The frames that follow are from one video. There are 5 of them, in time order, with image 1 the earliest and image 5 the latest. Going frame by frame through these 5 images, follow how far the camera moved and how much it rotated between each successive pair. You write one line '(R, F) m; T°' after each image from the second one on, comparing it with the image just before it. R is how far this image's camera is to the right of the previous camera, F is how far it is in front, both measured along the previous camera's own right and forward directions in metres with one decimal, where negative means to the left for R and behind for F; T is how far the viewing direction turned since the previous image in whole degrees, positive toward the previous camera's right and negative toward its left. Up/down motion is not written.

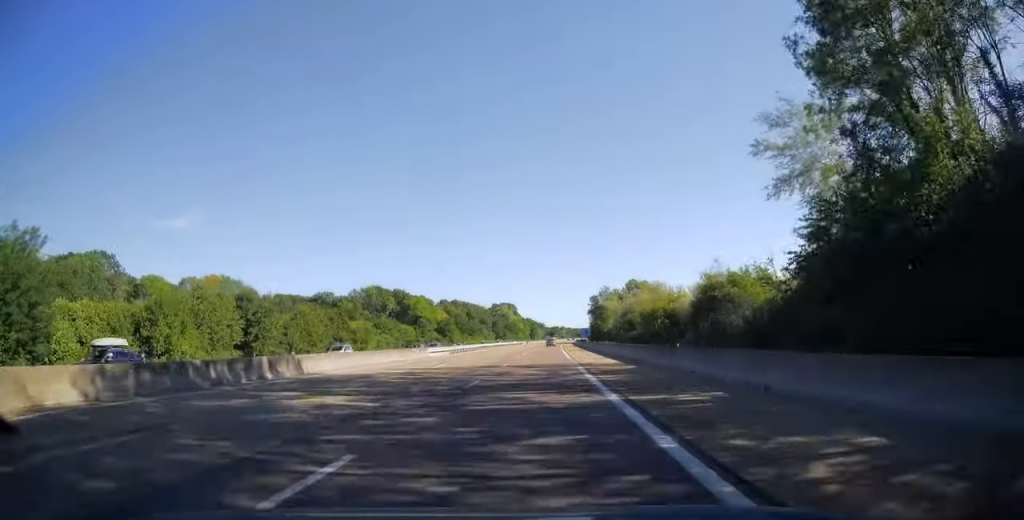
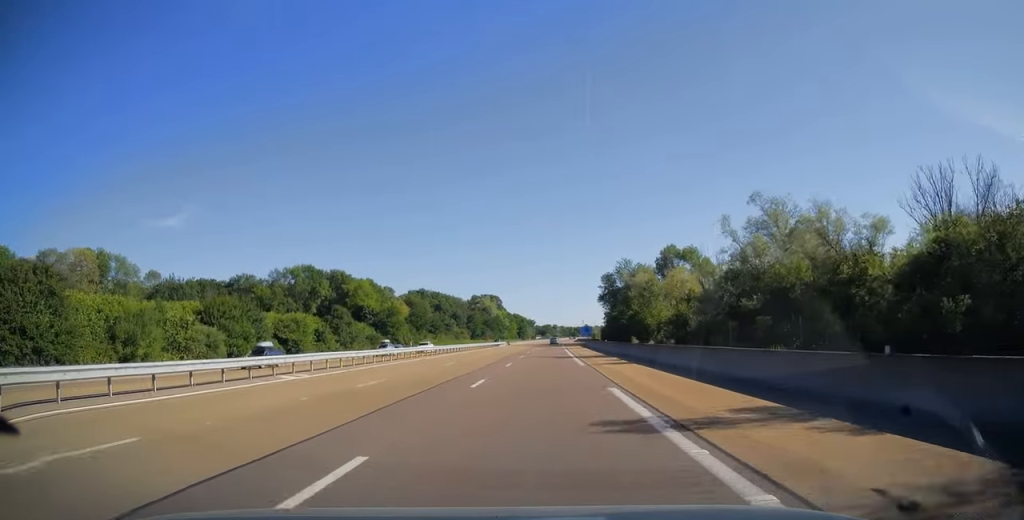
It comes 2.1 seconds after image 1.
(+0.4, +65.0) m; +1°
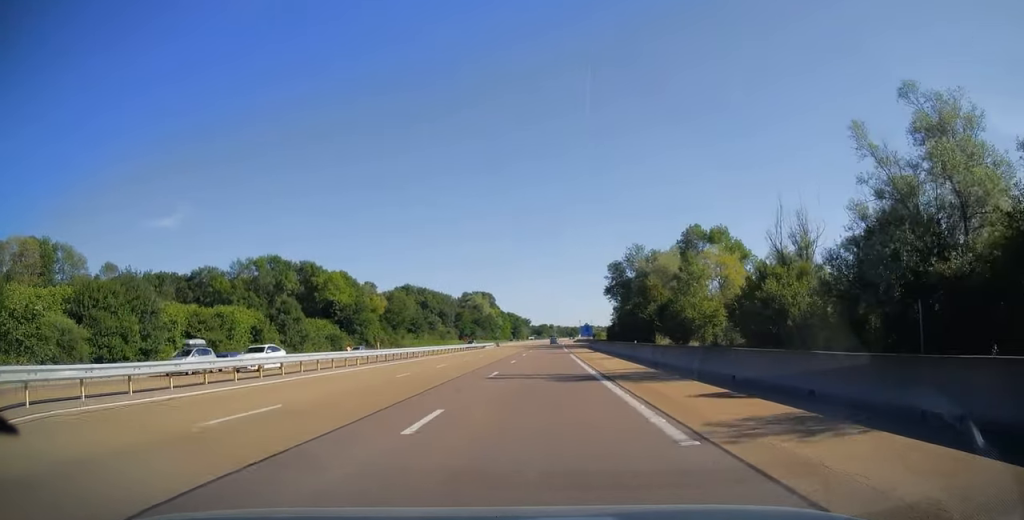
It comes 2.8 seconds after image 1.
(0.0, +21.2) m; 0°
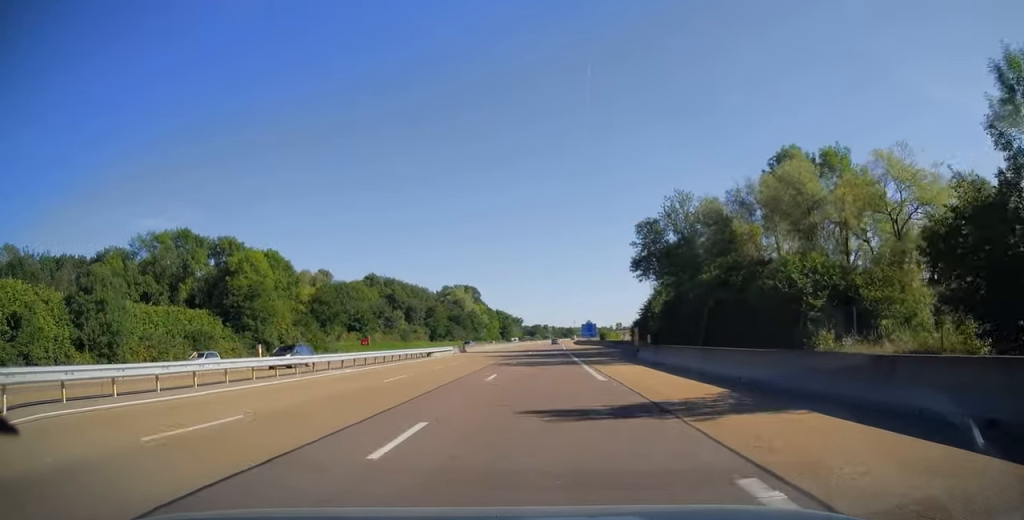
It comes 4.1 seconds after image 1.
(+0.2, +40.7) m; +1°
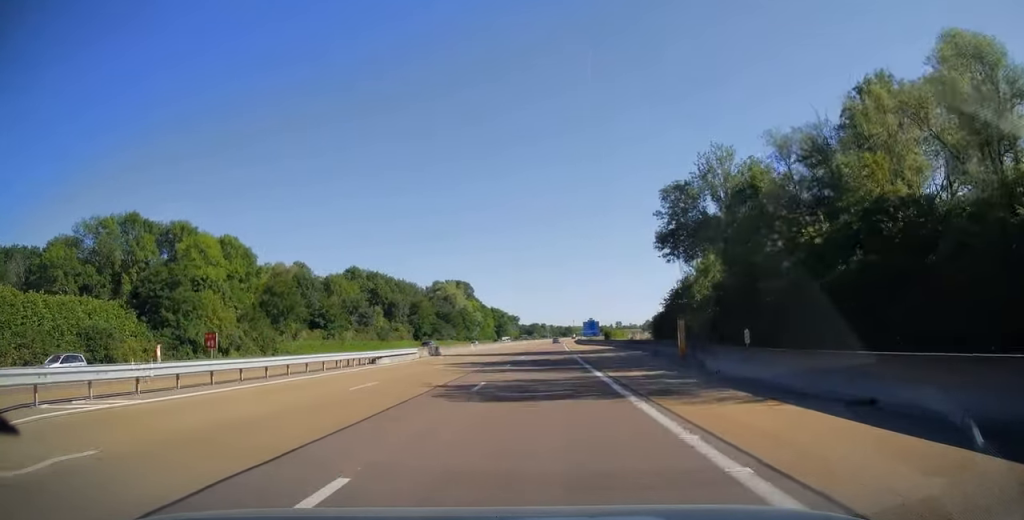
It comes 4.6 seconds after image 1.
(0.0, +17.0) m; 0°
